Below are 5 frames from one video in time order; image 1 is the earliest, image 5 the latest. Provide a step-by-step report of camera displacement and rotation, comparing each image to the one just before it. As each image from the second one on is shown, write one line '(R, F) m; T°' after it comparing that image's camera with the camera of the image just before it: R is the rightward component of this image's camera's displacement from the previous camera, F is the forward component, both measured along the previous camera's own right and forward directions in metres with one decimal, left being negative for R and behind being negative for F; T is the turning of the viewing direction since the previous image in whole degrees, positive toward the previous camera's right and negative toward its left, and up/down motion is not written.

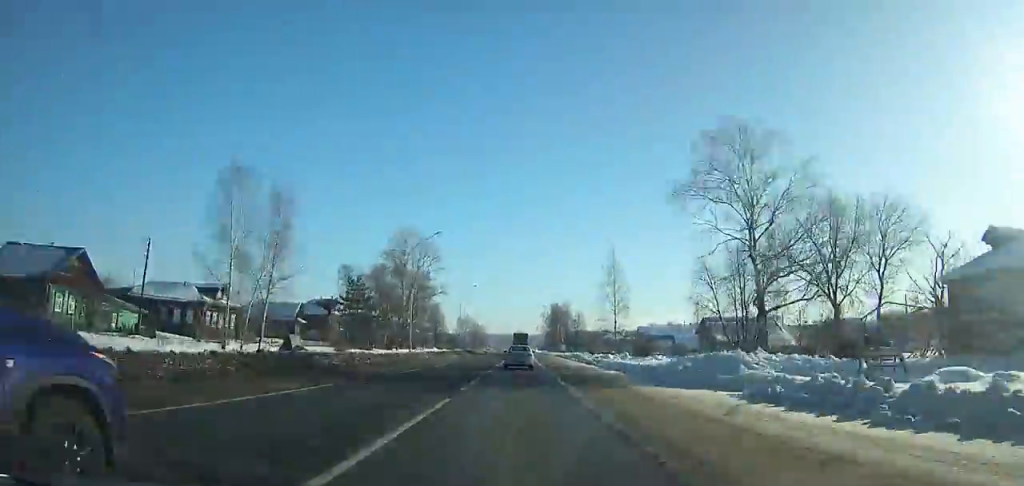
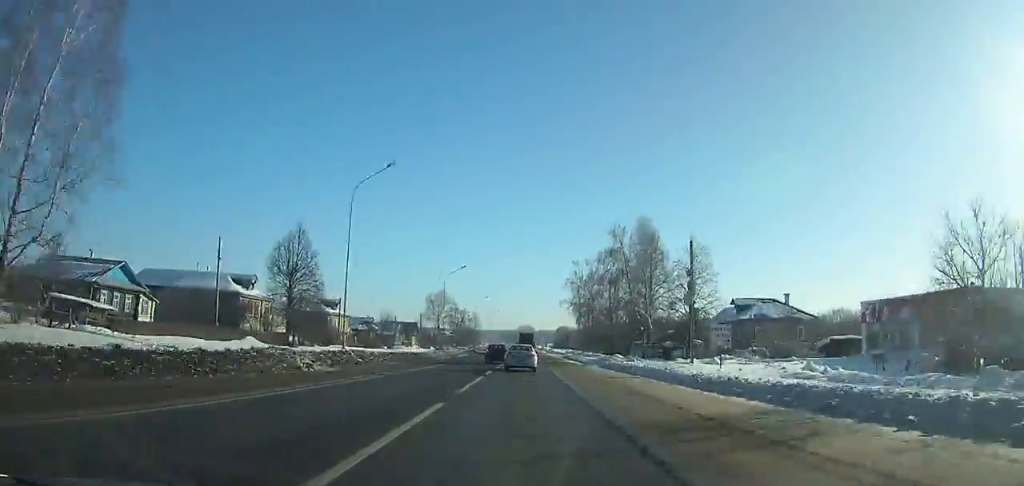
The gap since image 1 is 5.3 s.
(+0.2, +107.3) m; 0°
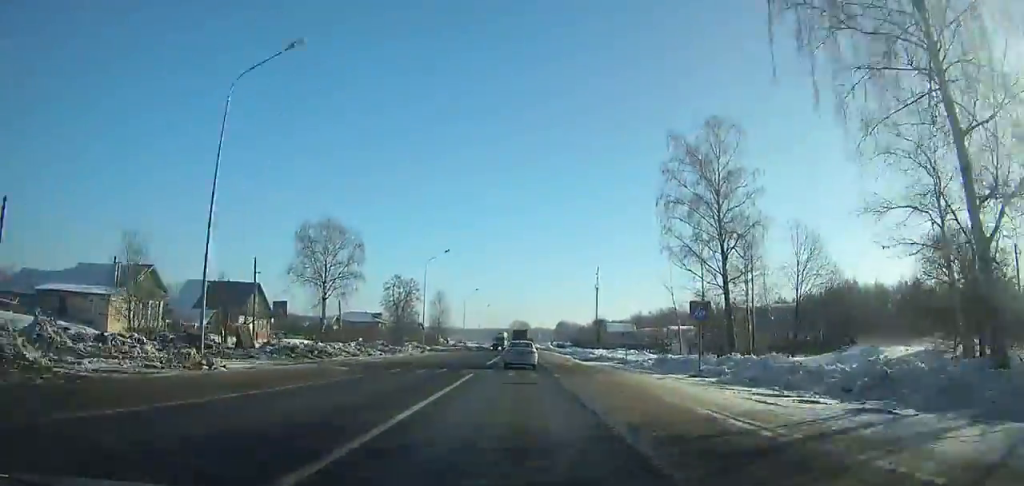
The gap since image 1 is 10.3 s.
(+0.1, +99.3) m; 0°
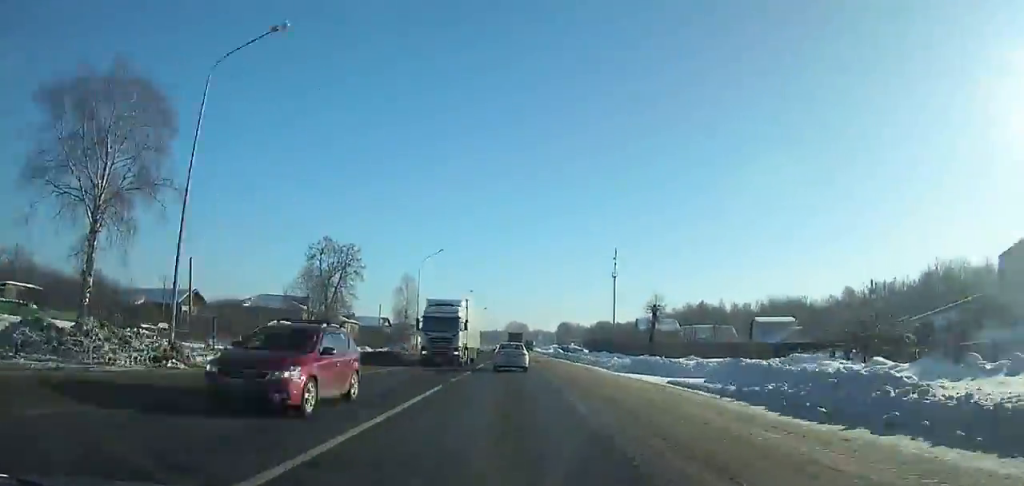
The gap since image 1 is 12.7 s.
(-0.1, +46.0) m; 0°
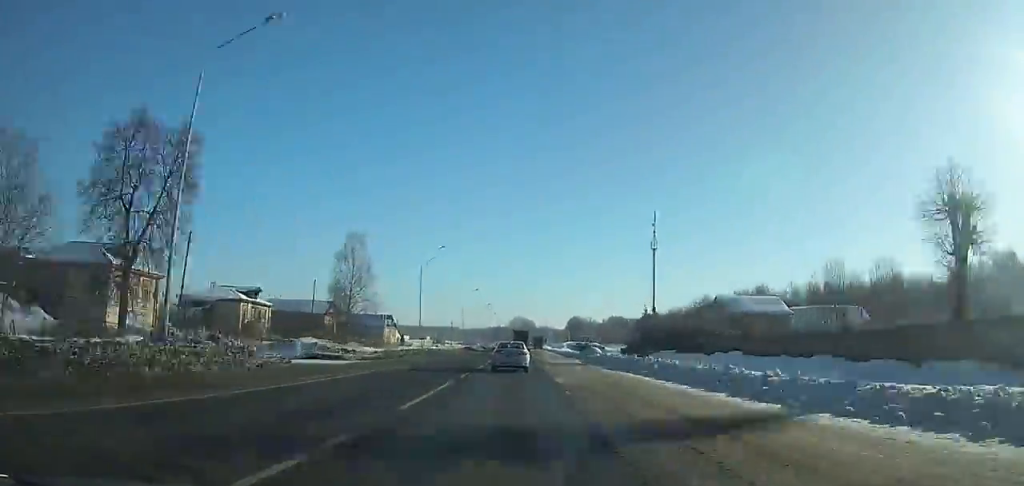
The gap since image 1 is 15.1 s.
(-0.1, +44.7) m; 0°
